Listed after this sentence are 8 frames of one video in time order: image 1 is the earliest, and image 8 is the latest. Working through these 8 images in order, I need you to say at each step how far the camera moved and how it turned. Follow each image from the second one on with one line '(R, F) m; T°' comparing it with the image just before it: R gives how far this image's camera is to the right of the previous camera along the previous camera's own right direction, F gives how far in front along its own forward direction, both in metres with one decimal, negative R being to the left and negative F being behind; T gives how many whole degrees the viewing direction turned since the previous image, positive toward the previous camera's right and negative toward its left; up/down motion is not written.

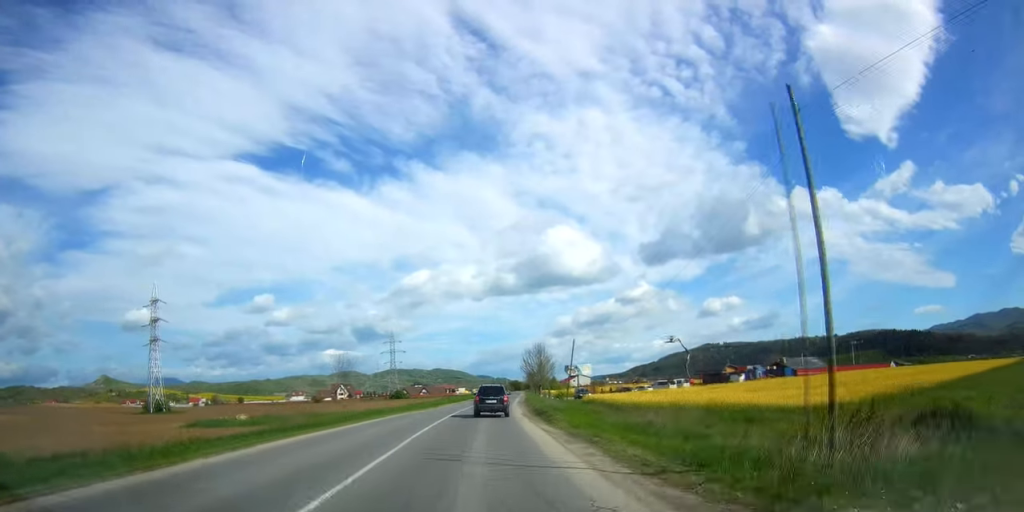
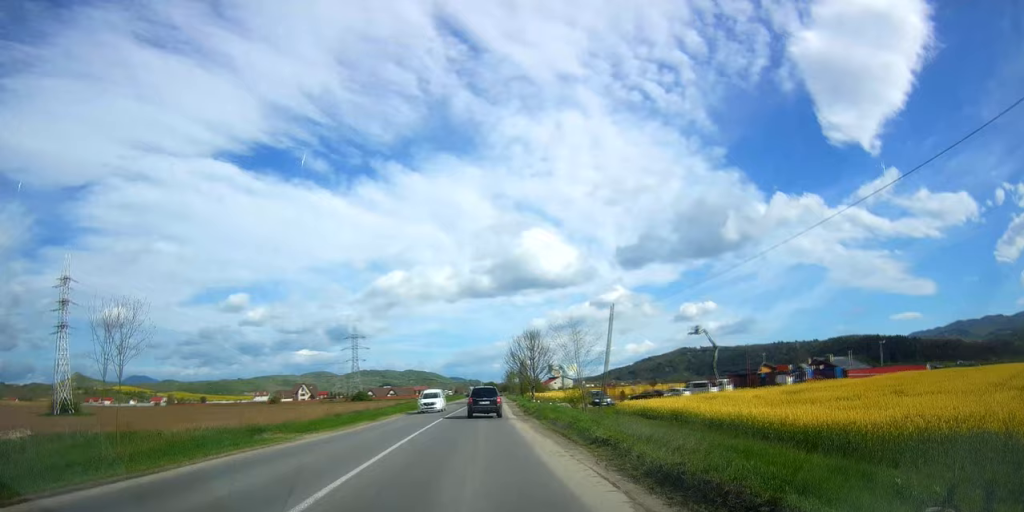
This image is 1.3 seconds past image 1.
(+0.4, +26.1) m; +2°
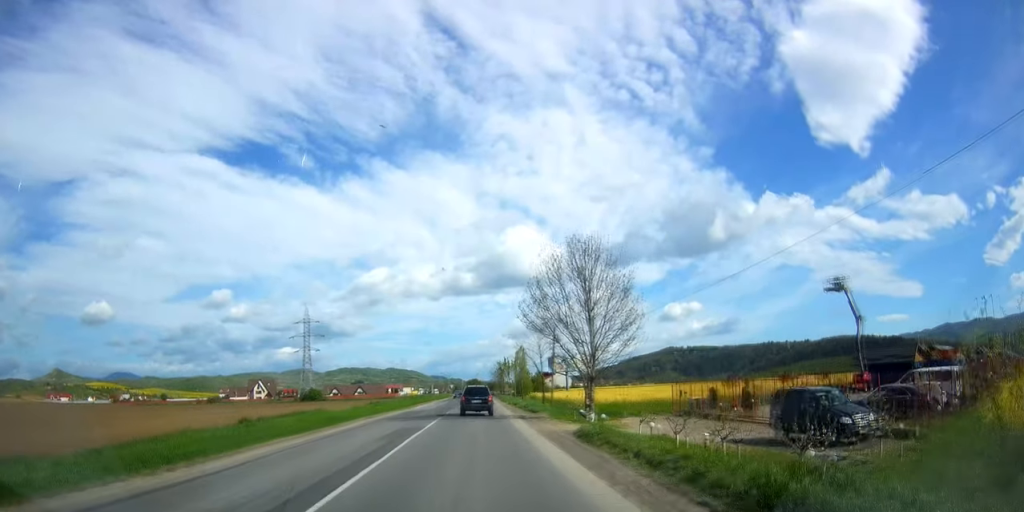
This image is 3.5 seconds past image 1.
(+1.7, +43.5) m; +5°
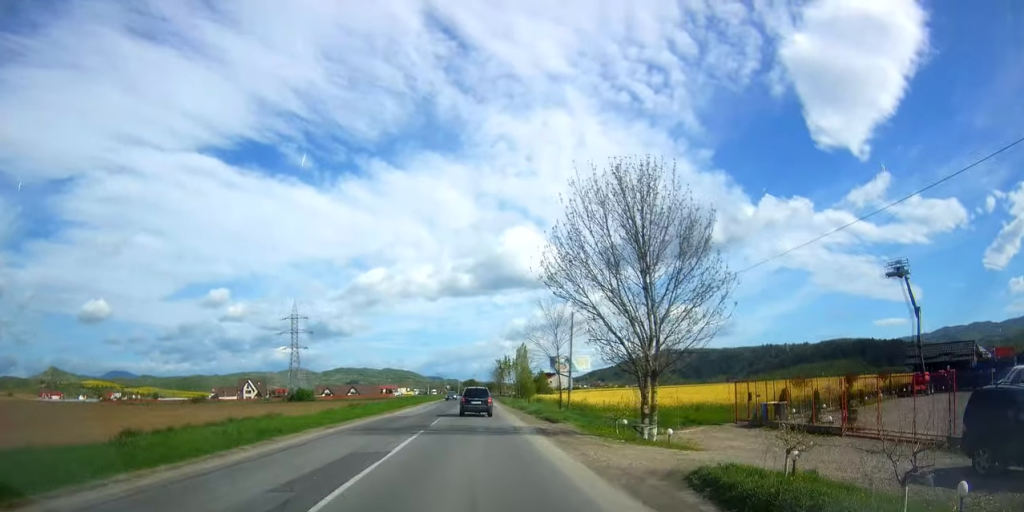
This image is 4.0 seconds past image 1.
(+0.2, +9.7) m; 0°
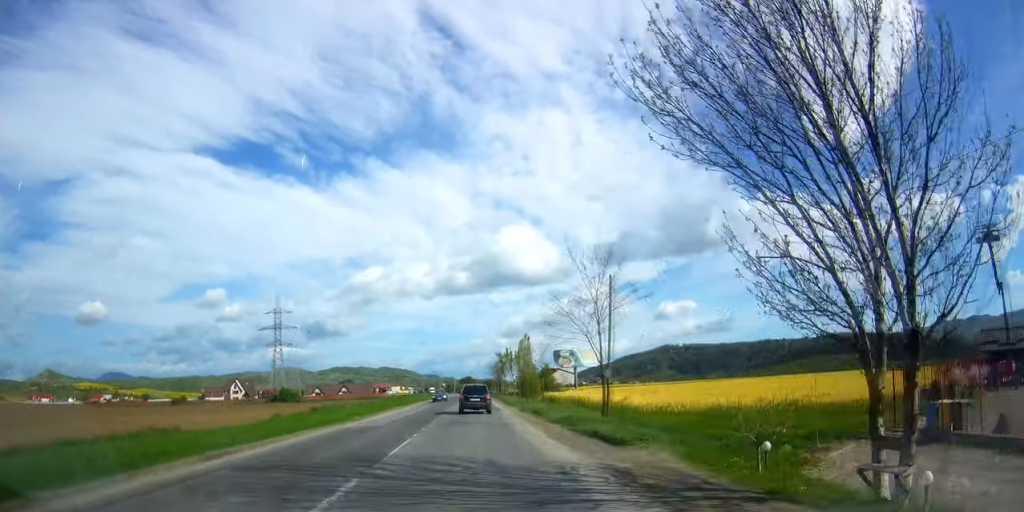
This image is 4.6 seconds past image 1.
(+0.1, +12.2) m; 0°
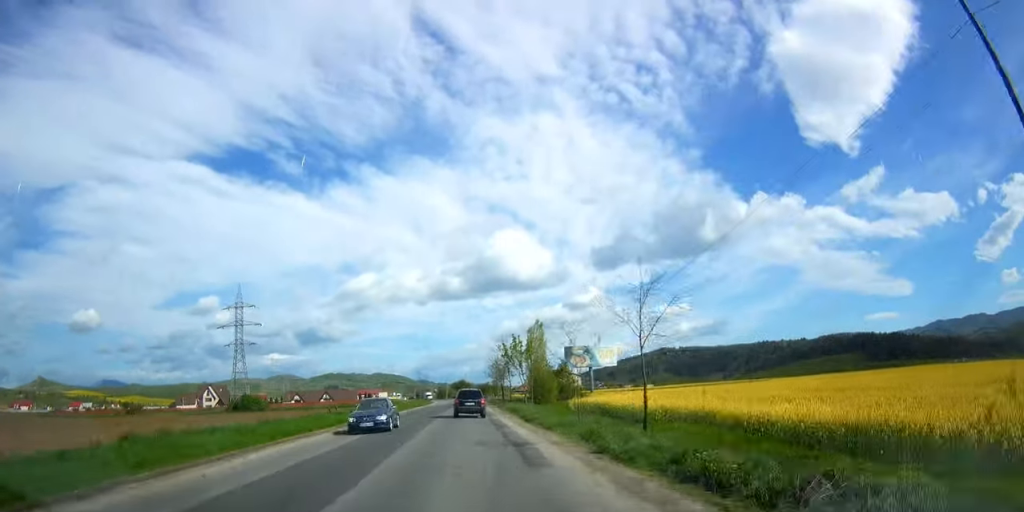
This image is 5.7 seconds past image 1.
(-0.2, +23.5) m; -1°
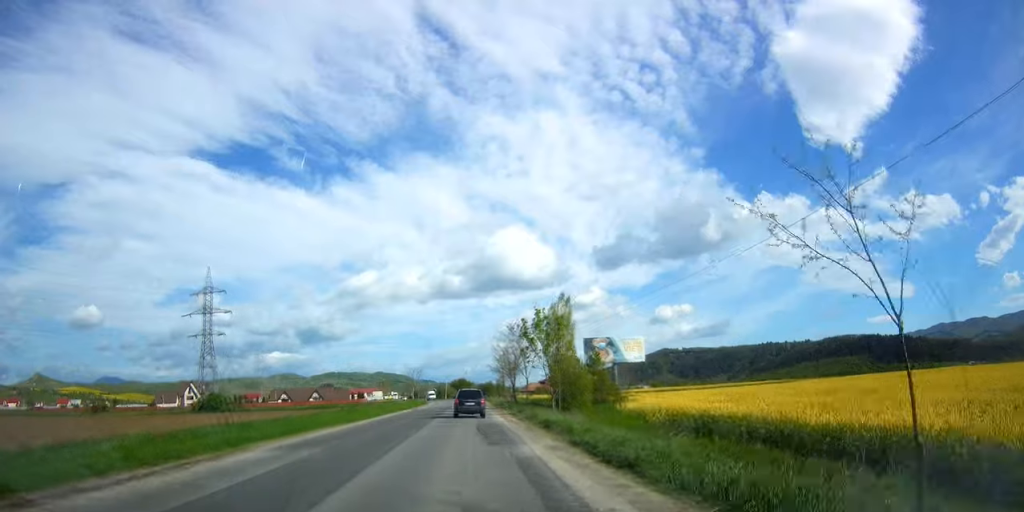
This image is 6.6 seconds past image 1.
(-0.1, +18.0) m; 0°
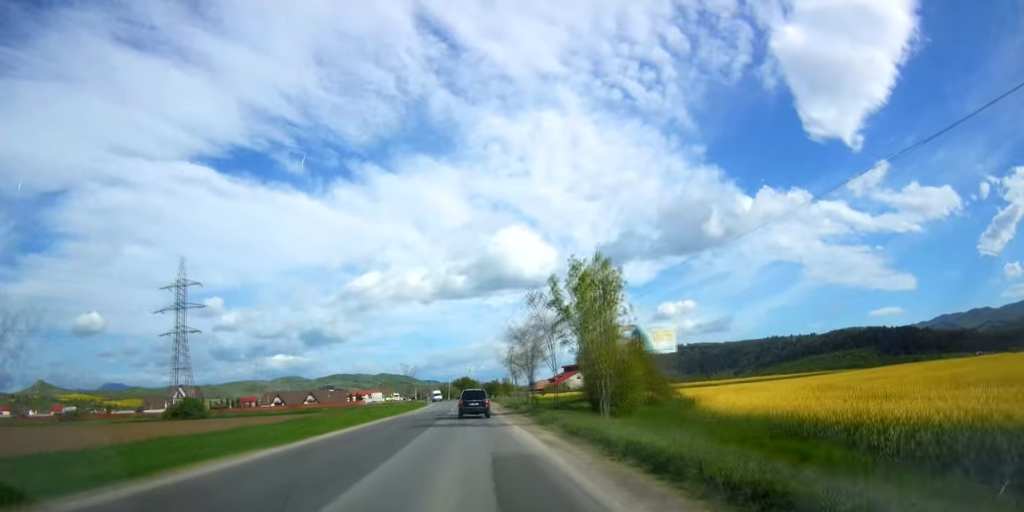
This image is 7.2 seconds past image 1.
(+0.1, +13.1) m; +1°
